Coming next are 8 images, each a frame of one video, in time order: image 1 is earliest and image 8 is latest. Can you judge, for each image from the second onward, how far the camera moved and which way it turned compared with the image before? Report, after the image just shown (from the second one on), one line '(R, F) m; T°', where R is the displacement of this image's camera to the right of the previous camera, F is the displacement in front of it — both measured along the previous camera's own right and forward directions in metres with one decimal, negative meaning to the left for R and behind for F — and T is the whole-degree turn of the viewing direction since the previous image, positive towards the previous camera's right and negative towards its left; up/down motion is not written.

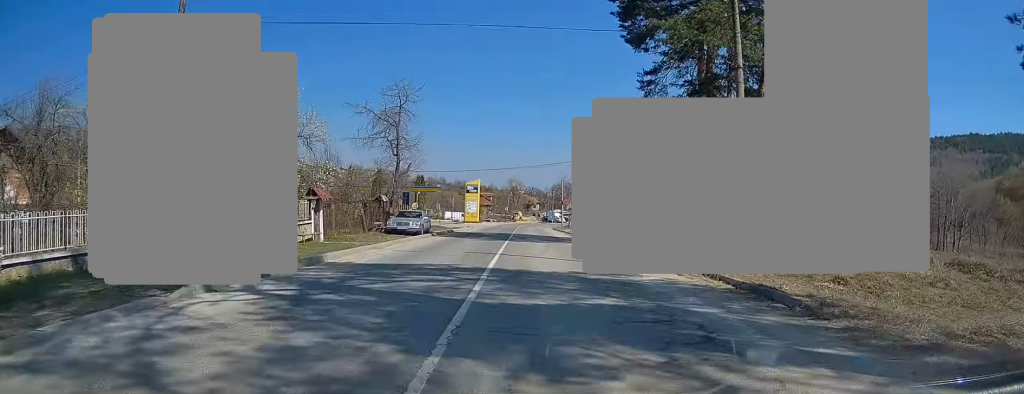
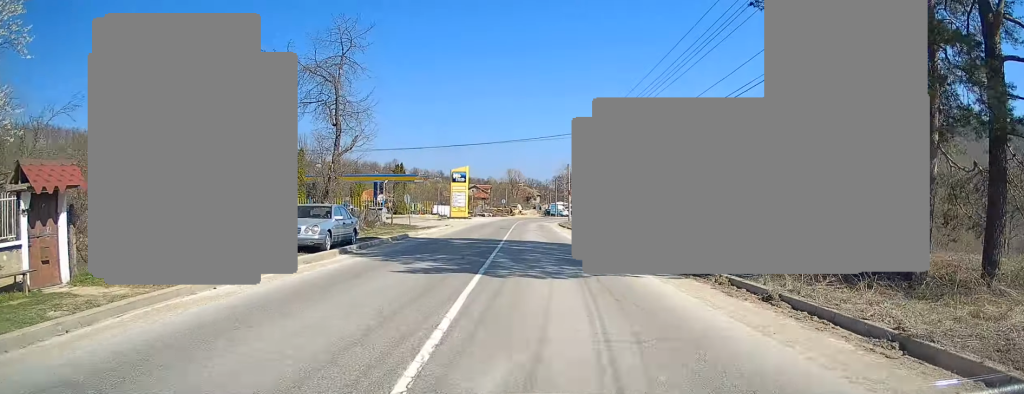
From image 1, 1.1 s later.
(0.0, +16.0) m; 0°
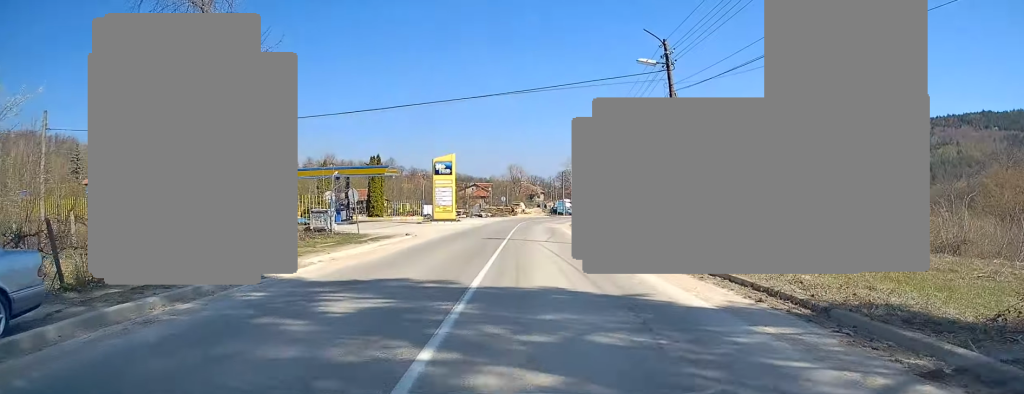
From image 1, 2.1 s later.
(0.0, +14.9) m; 0°
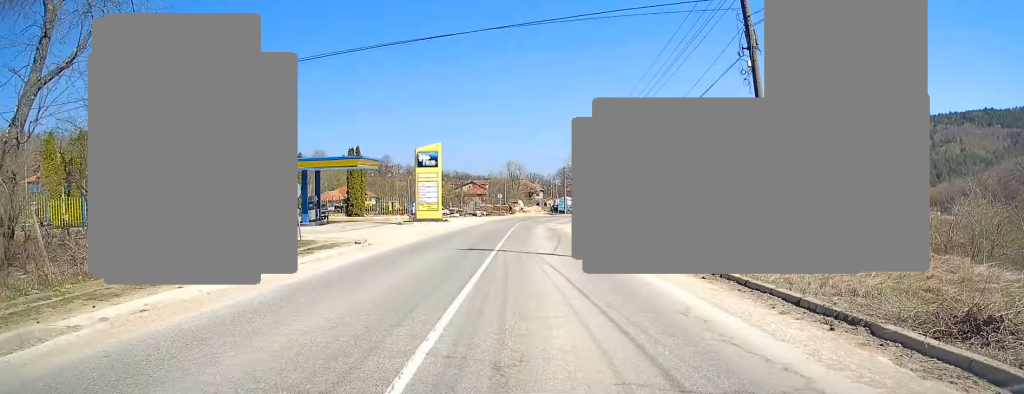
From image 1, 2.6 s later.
(0.0, +7.9) m; 0°
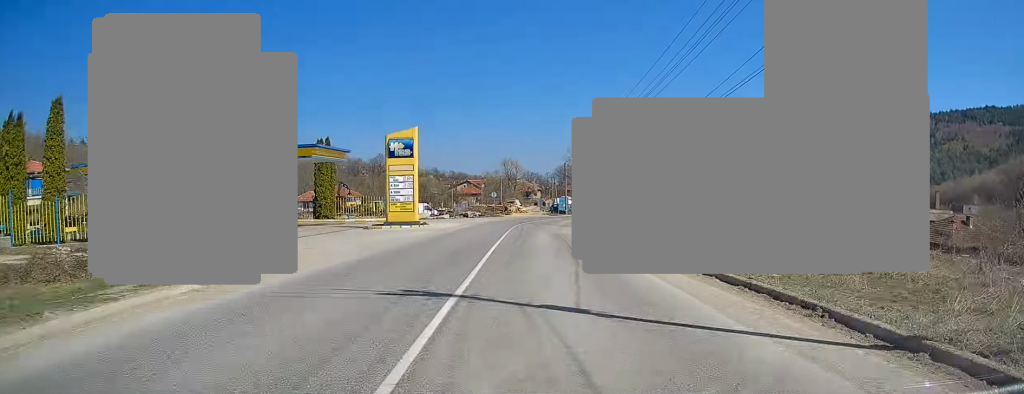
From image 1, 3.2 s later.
(0.0, +8.9) m; 0°
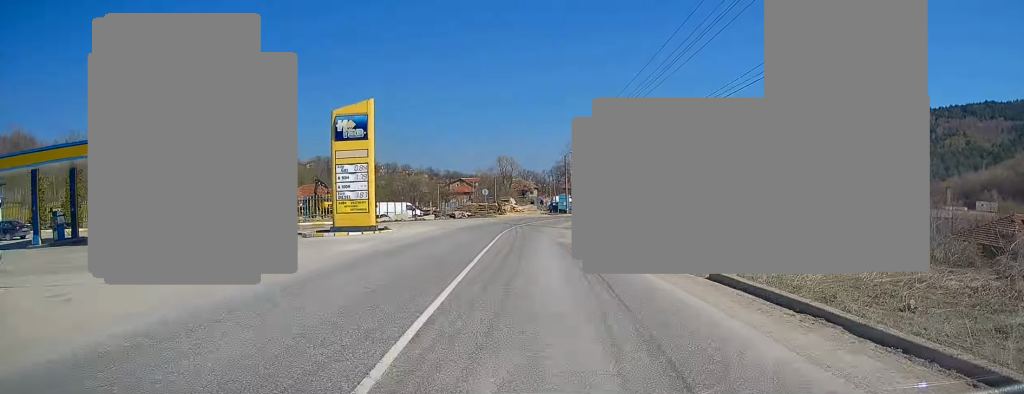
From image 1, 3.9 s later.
(+0.1, +10.0) m; 0°
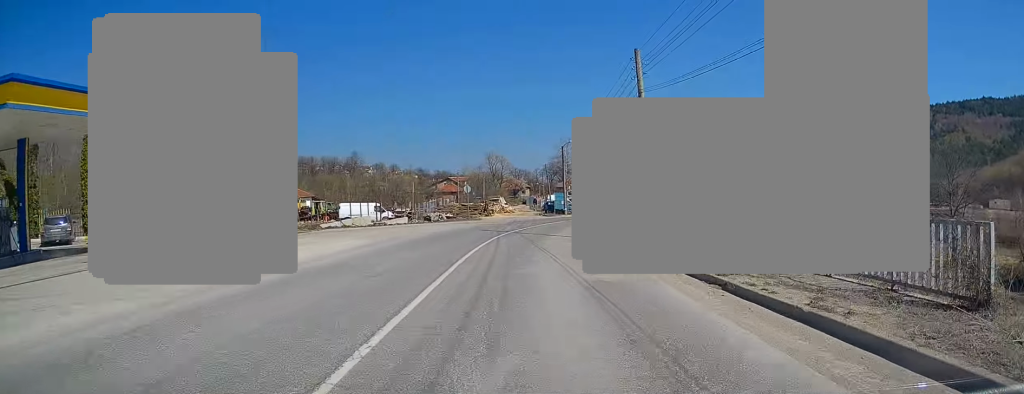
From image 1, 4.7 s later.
(0.0, +11.9) m; +1°
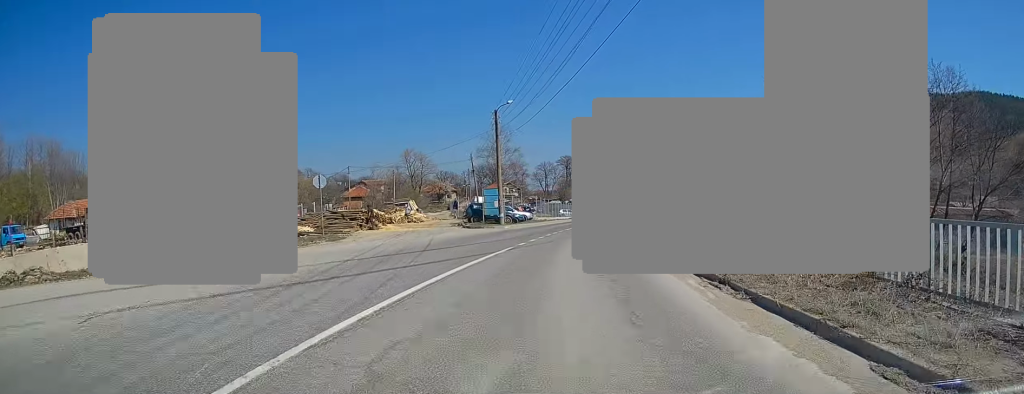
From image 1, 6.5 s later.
(+1.4, +27.3) m; +7°
